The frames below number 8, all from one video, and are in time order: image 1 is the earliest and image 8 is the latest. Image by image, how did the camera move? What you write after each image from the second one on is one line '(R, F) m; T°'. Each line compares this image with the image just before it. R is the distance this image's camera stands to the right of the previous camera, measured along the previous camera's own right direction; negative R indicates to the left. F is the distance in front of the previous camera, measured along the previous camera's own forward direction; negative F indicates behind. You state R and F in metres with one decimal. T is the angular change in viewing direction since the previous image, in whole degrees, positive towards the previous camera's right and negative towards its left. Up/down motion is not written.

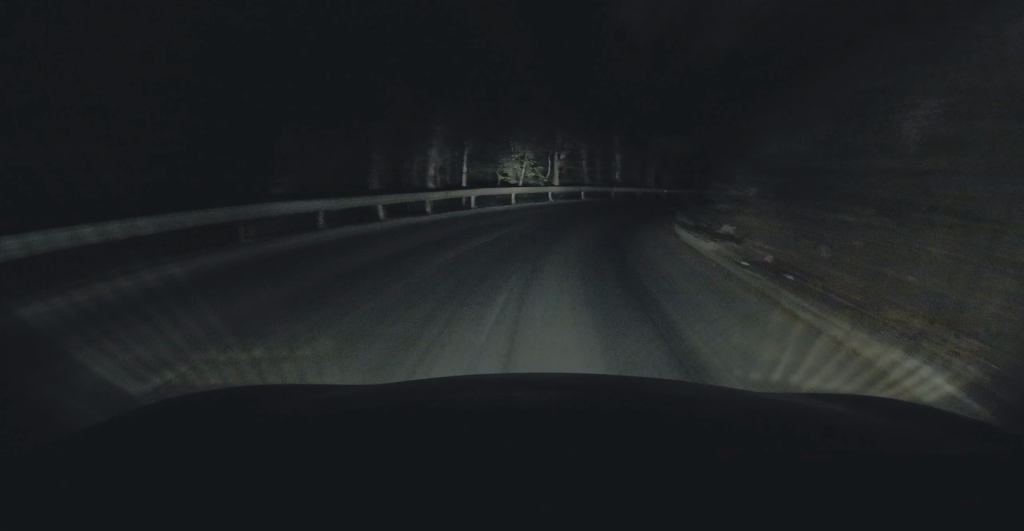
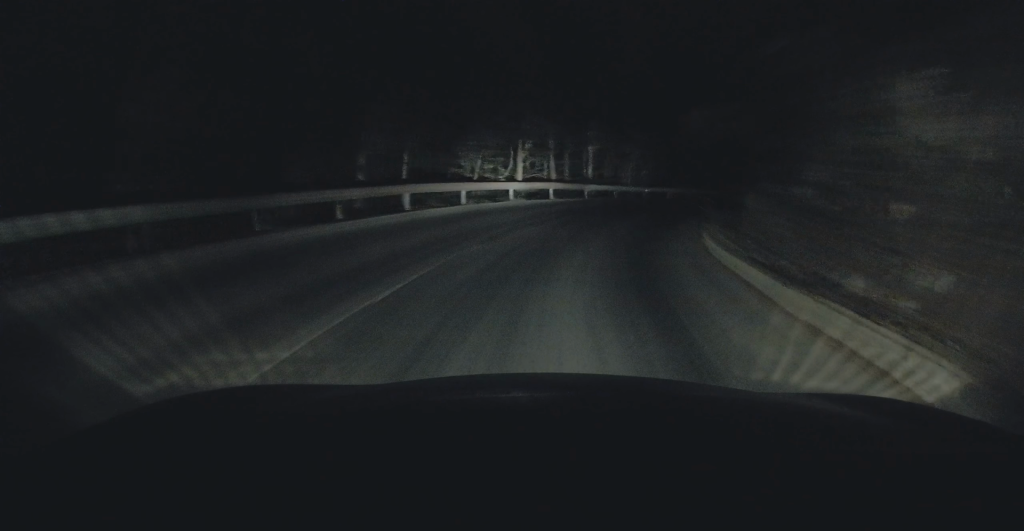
(+0.1, +5.9) m; +4°
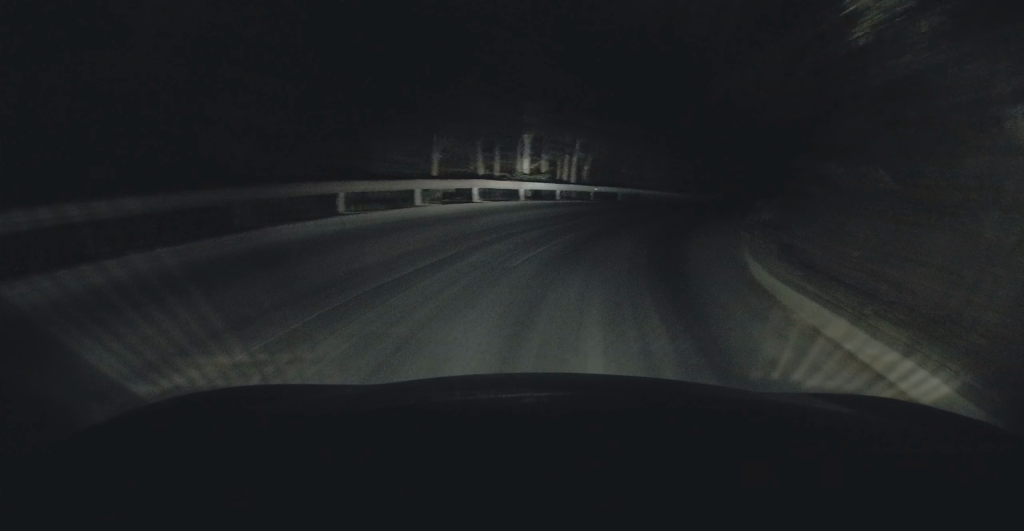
(+0.2, +6.8) m; +7°
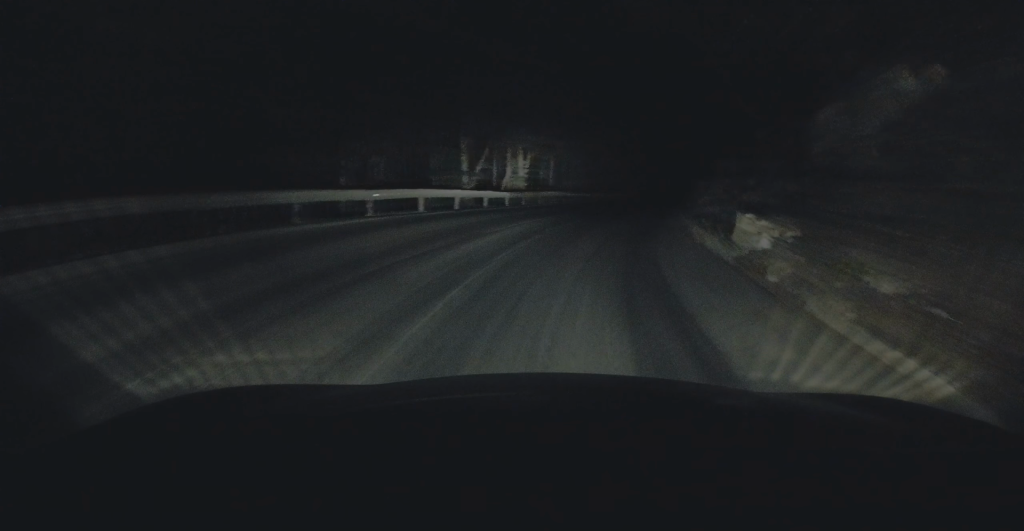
(+1.7, +12.8) m; +11°
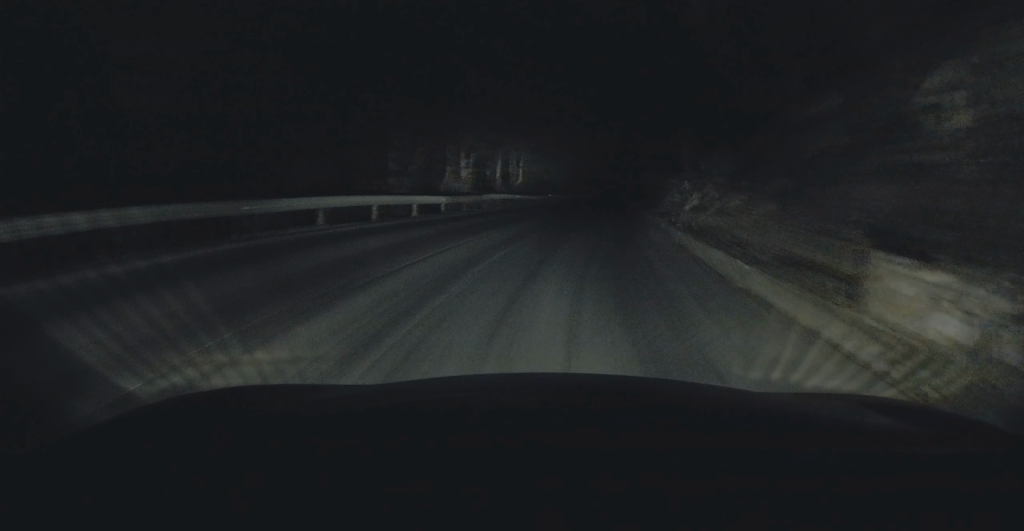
(+0.3, +5.1) m; +2°
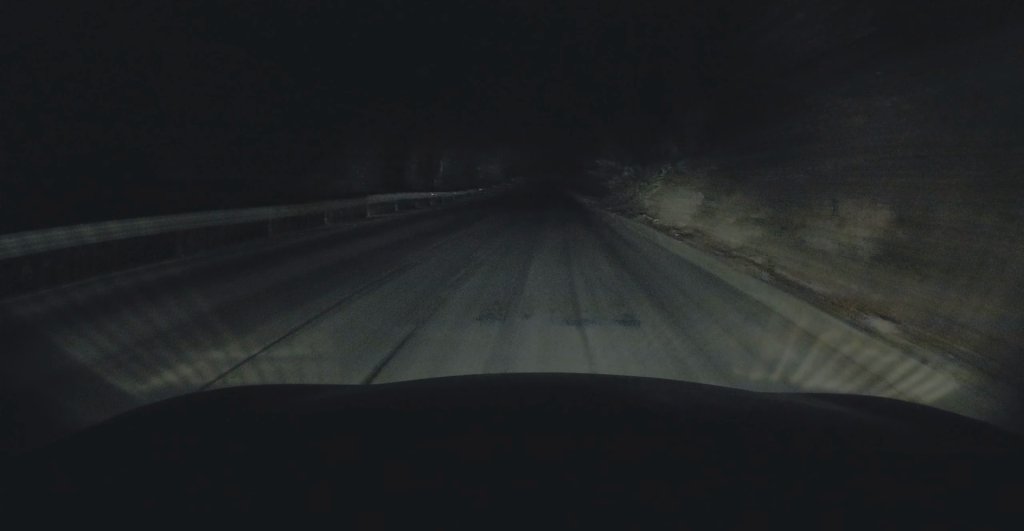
(-0.2, +11.3) m; +2°
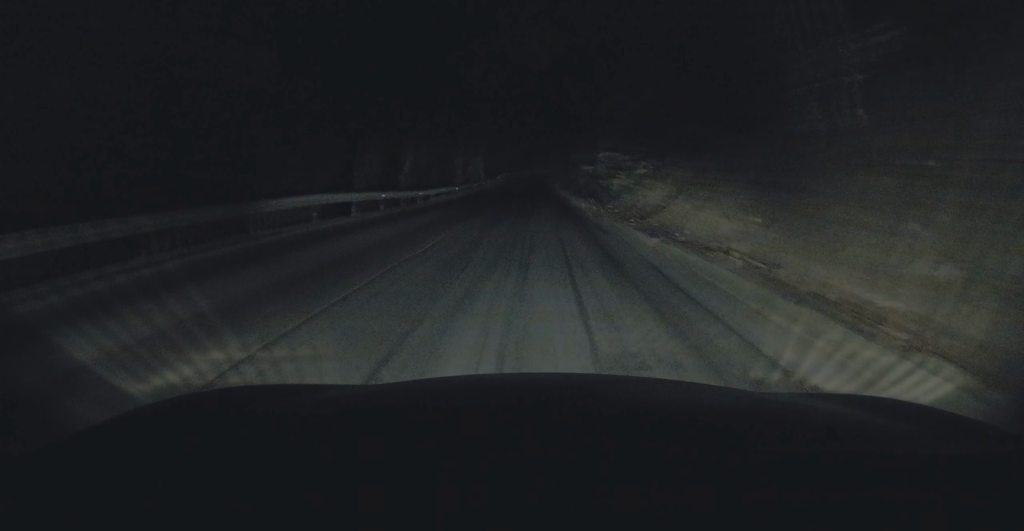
(+0.3, +7.5) m; +3°
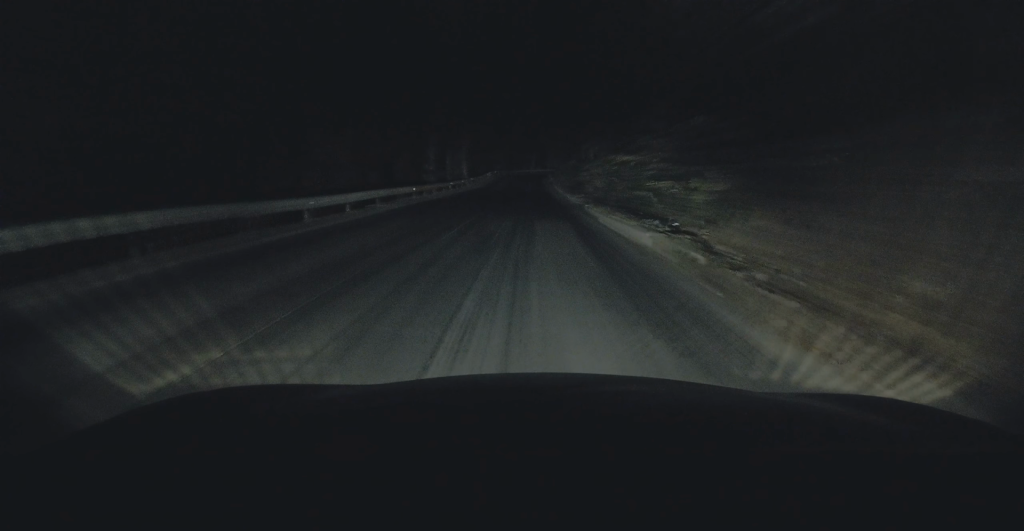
(+0.6, +13.4) m; +5°
